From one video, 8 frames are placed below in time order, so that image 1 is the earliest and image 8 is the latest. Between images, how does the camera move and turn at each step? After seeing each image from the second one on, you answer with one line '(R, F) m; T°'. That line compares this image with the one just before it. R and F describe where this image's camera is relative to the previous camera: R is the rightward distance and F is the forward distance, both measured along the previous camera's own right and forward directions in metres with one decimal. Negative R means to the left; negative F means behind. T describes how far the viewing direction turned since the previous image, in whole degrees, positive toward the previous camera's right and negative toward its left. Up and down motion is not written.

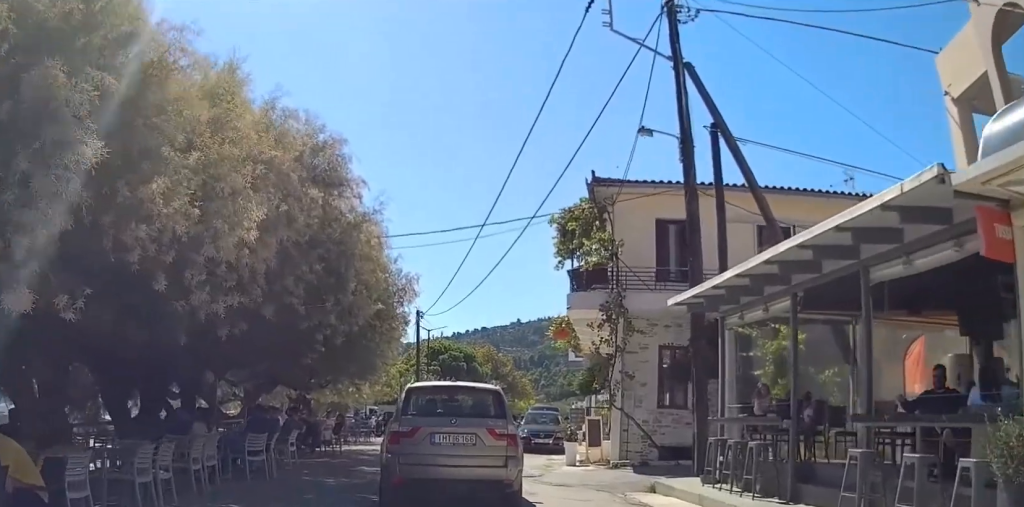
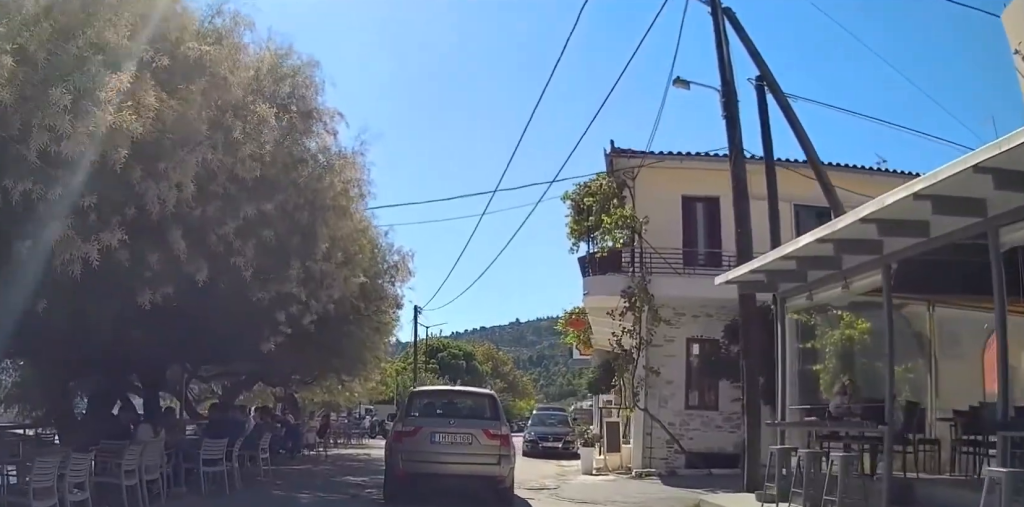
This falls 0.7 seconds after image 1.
(-0.1, +2.6) m; -2°
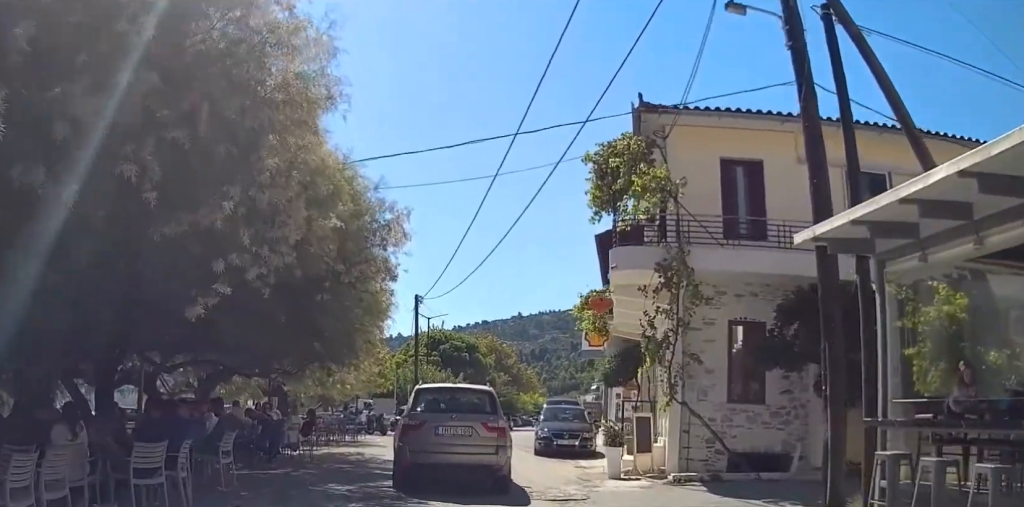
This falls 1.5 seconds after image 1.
(-0.1, +2.6) m; -1°
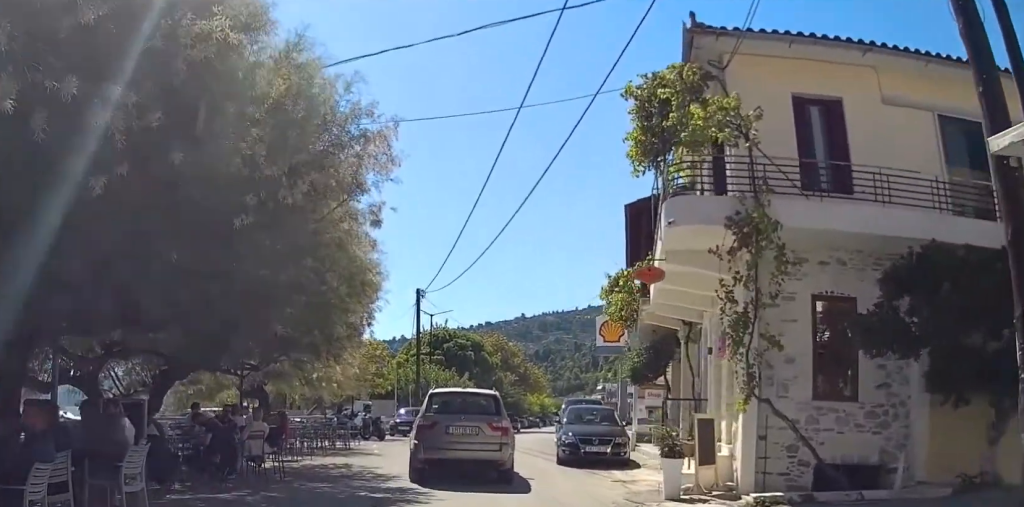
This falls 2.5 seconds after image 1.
(0.0, +3.7) m; +1°
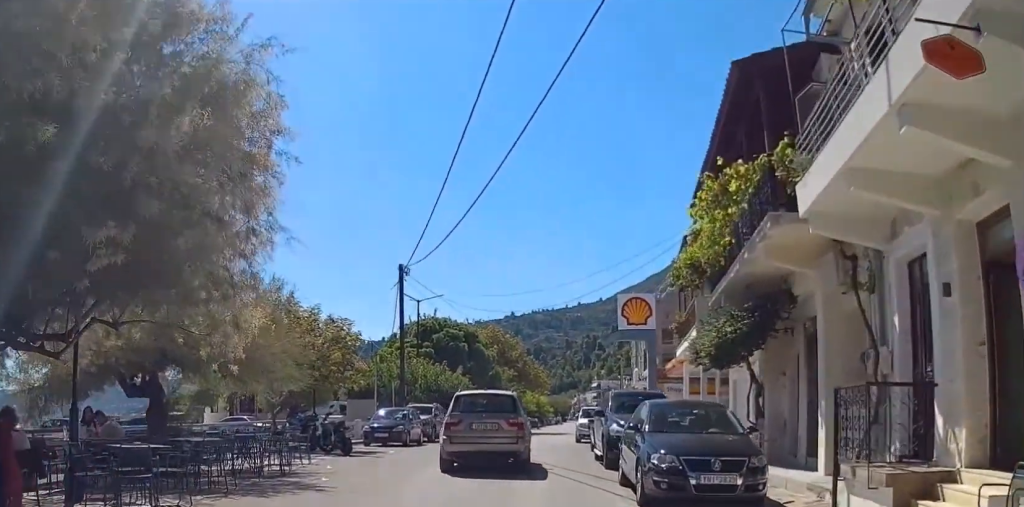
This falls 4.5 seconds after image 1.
(-0.3, +7.9) m; -2°
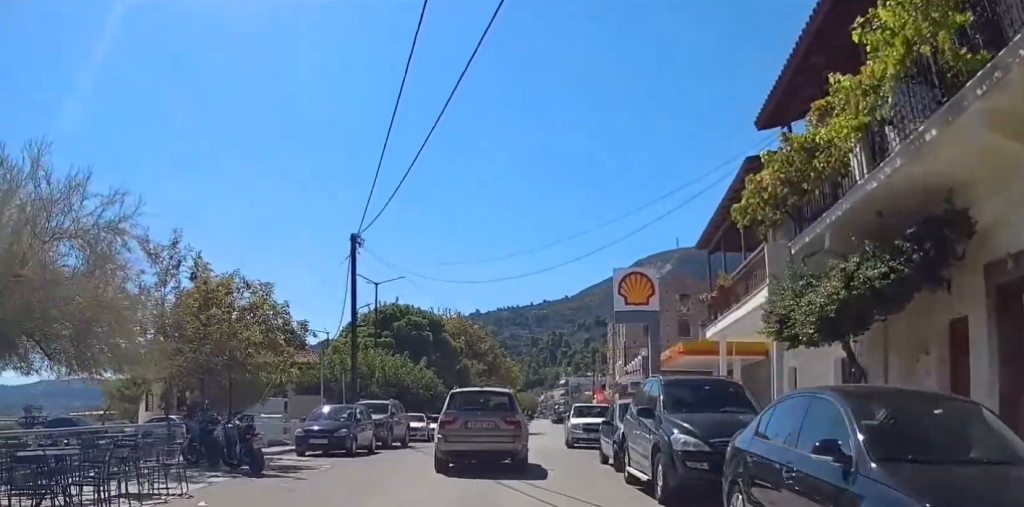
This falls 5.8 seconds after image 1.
(+0.3, +5.7) m; +2°
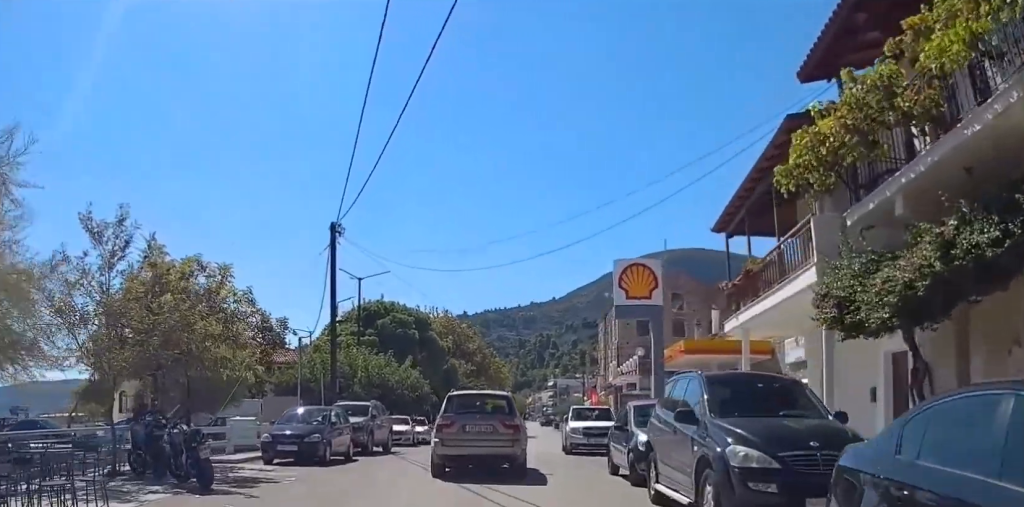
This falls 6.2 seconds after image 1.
(+0.1, +2.0) m; 0°
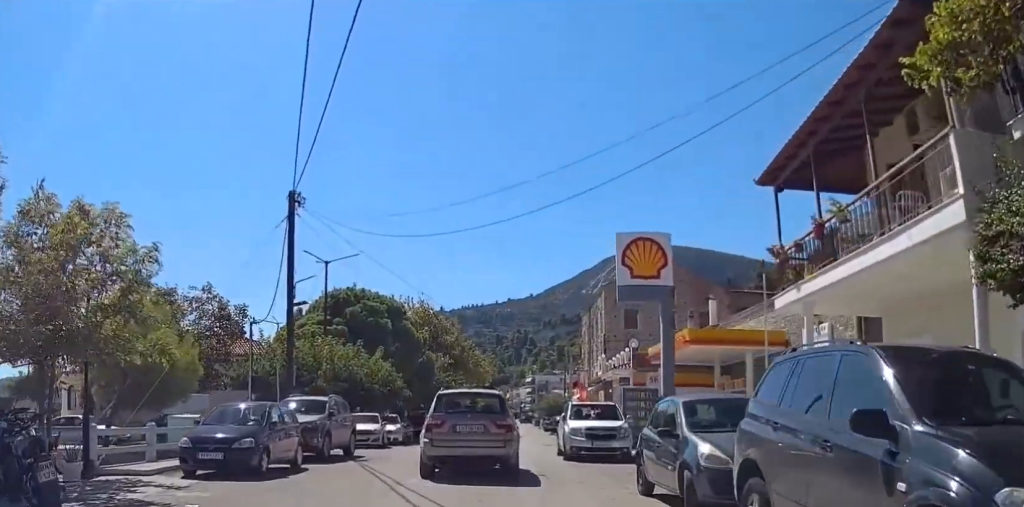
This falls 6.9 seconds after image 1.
(-0.1, +4.3) m; +1°
